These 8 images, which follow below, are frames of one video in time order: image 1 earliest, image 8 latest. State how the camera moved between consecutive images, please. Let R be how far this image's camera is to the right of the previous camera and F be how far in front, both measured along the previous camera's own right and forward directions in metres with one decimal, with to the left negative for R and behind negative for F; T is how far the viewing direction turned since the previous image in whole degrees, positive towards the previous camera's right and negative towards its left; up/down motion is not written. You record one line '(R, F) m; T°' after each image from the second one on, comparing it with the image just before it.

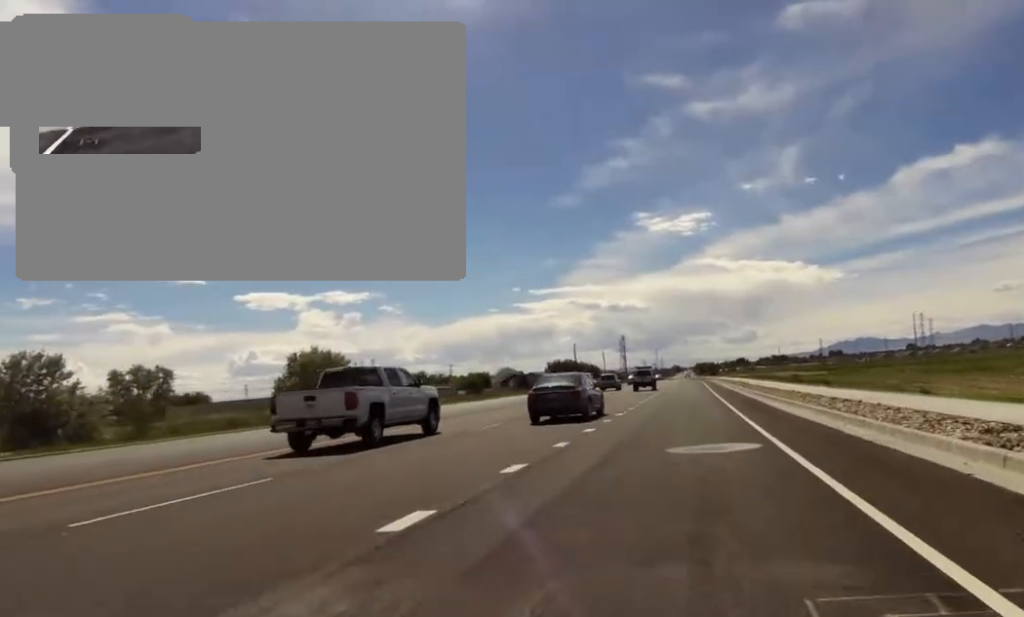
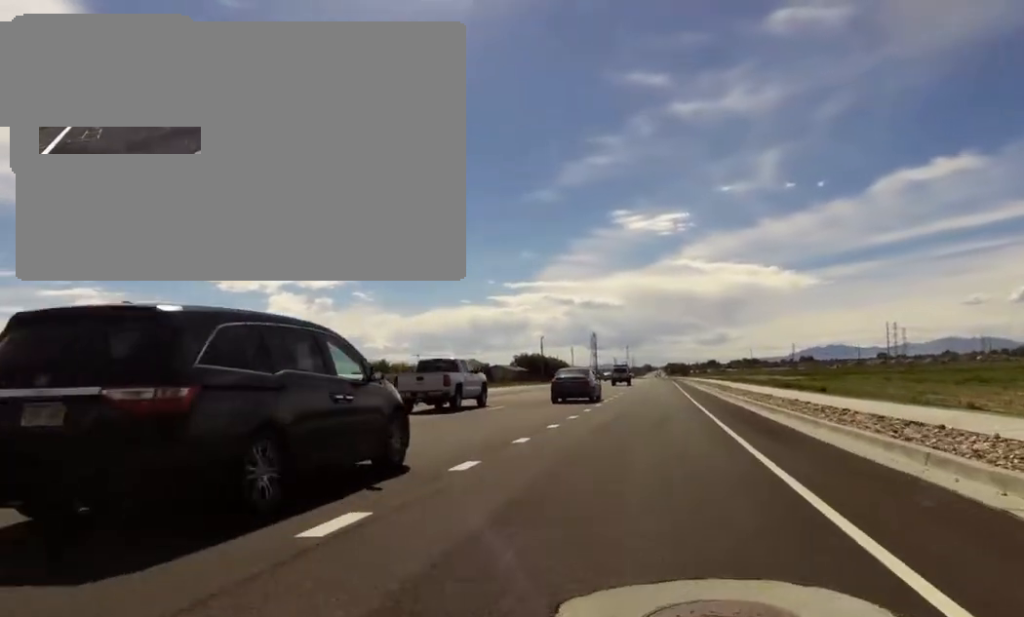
(0.0, +8.1) m; 0°
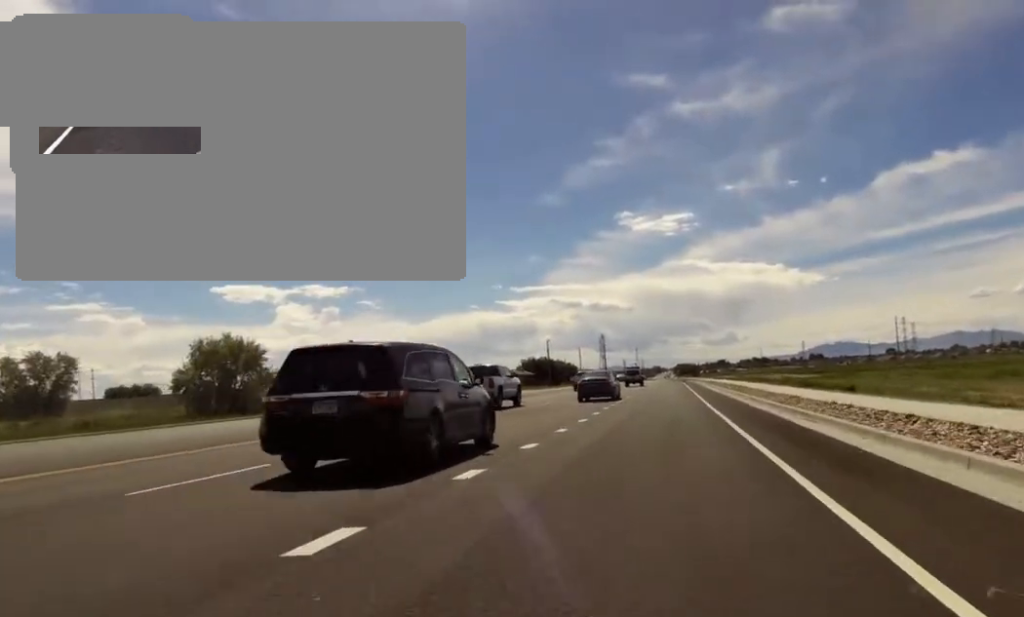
(0.0, +3.8) m; 0°
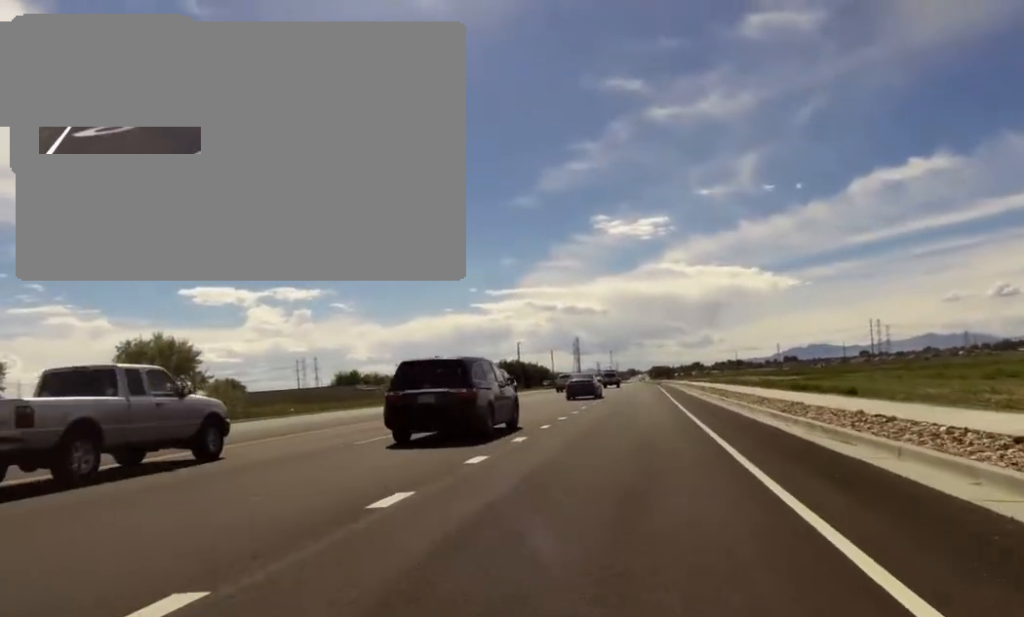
(0.0, +5.4) m; 0°
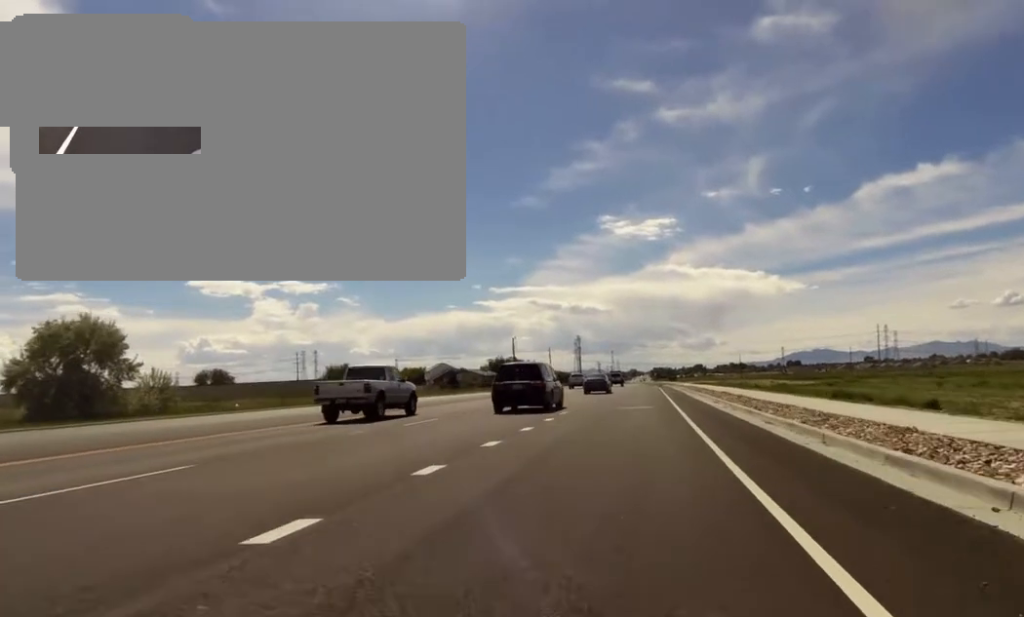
(0.0, +9.1) m; 0°
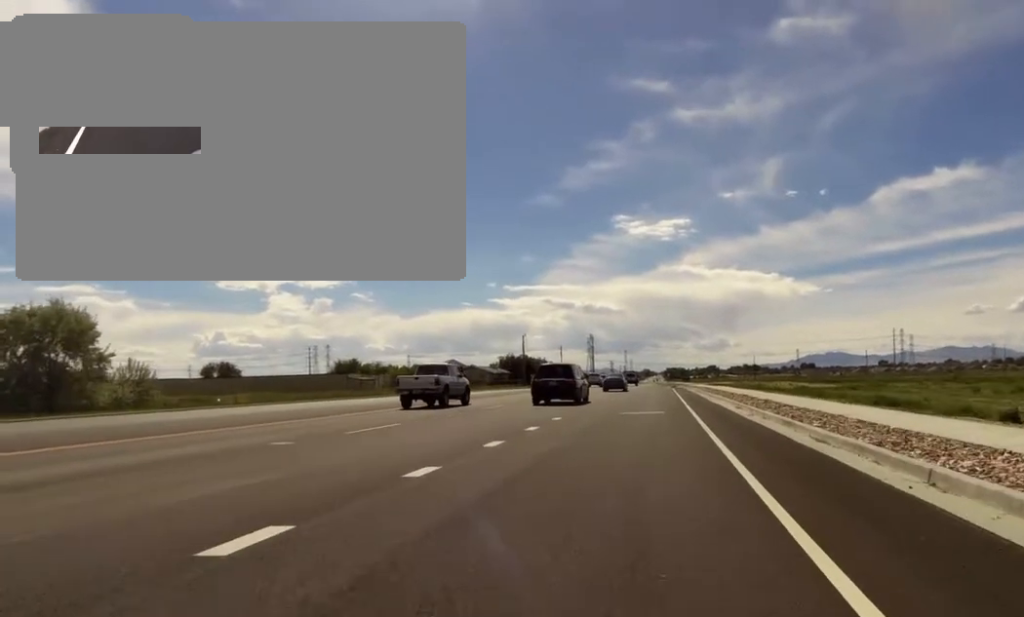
(0.0, +4.1) m; 0°
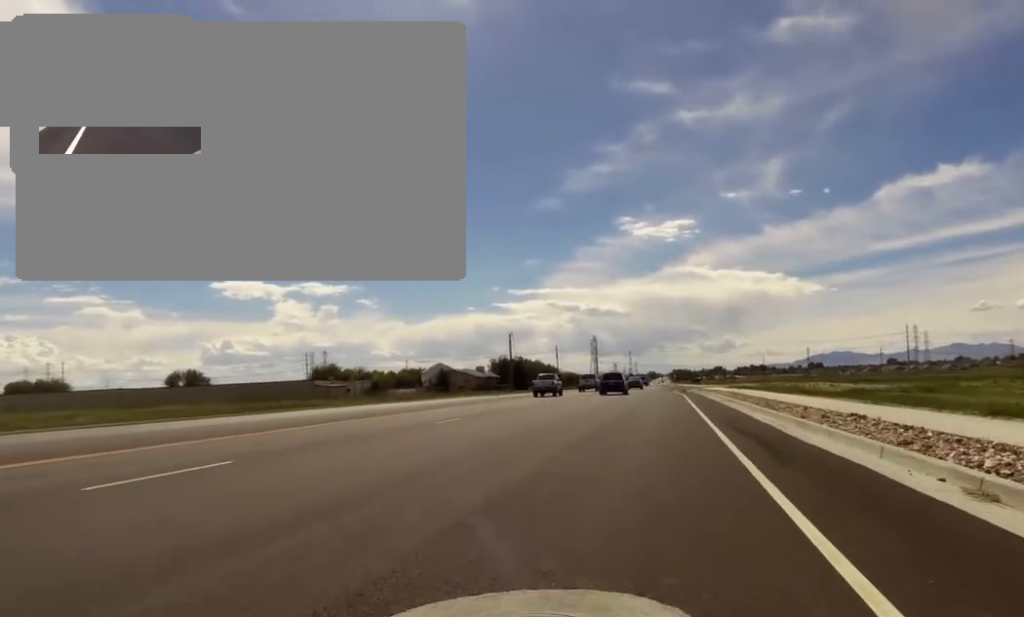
(0.0, +19.2) m; 0°
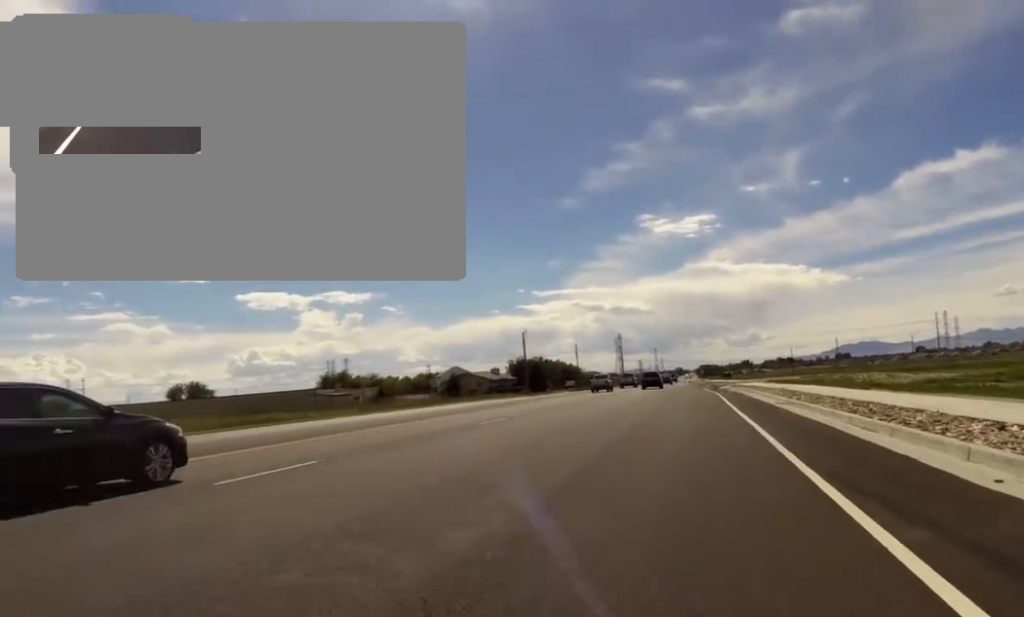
(0.0, +10.9) m; 0°
